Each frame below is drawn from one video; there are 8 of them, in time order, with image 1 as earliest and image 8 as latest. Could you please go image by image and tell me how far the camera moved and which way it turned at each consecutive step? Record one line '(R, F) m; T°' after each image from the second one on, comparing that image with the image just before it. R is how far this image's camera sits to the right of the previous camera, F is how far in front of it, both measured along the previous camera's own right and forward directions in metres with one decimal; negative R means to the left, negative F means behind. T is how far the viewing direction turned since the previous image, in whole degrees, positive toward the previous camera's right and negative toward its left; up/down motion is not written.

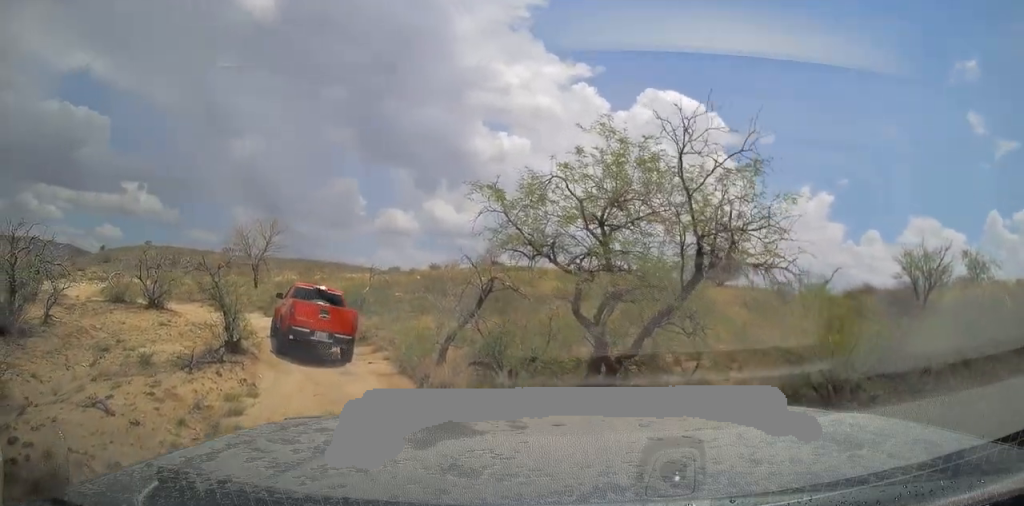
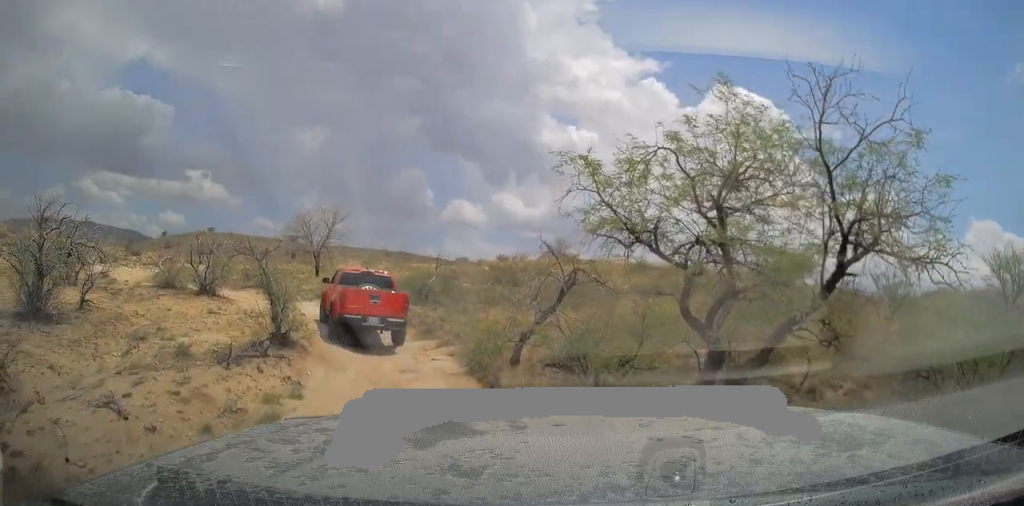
(-0.1, +1.2) m; -3°
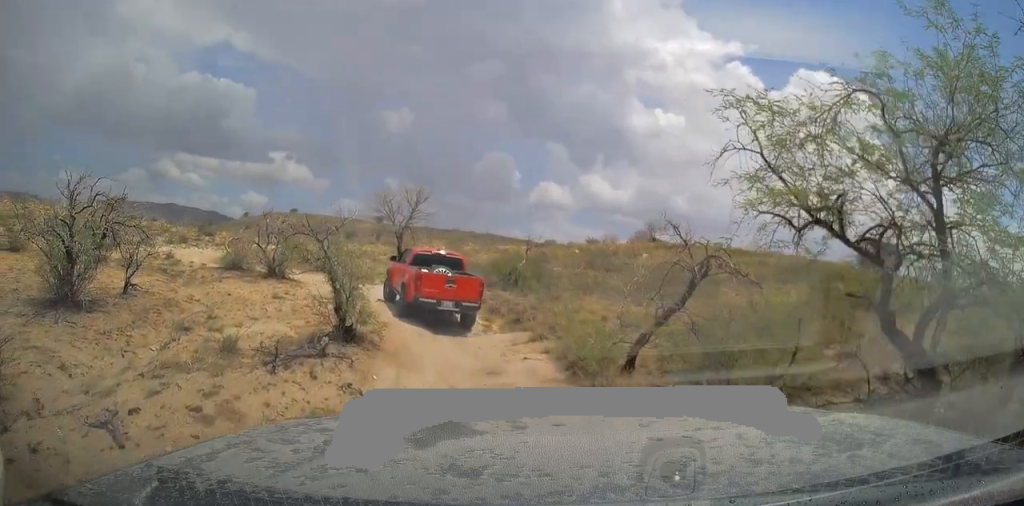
(0.0, +1.8) m; -9°
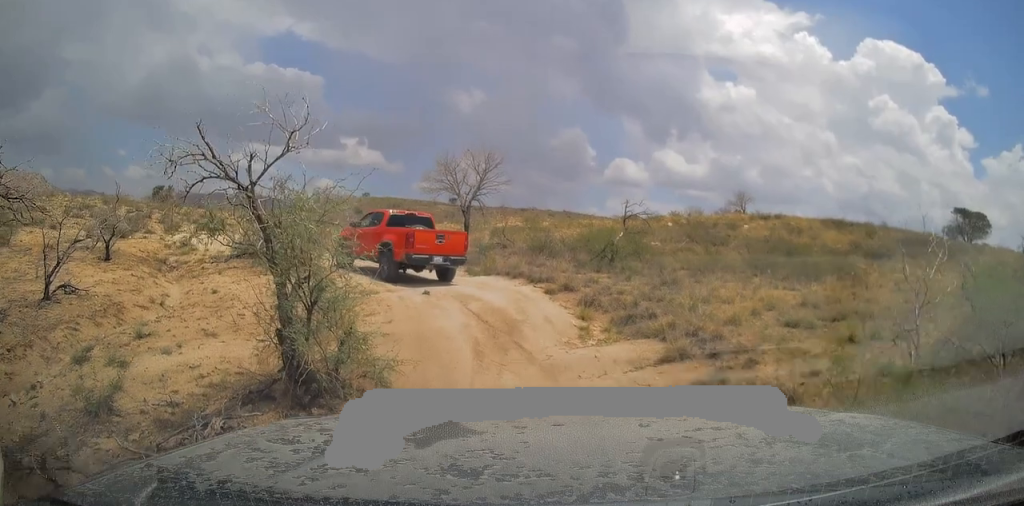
(-0.8, +5.2) m; -2°
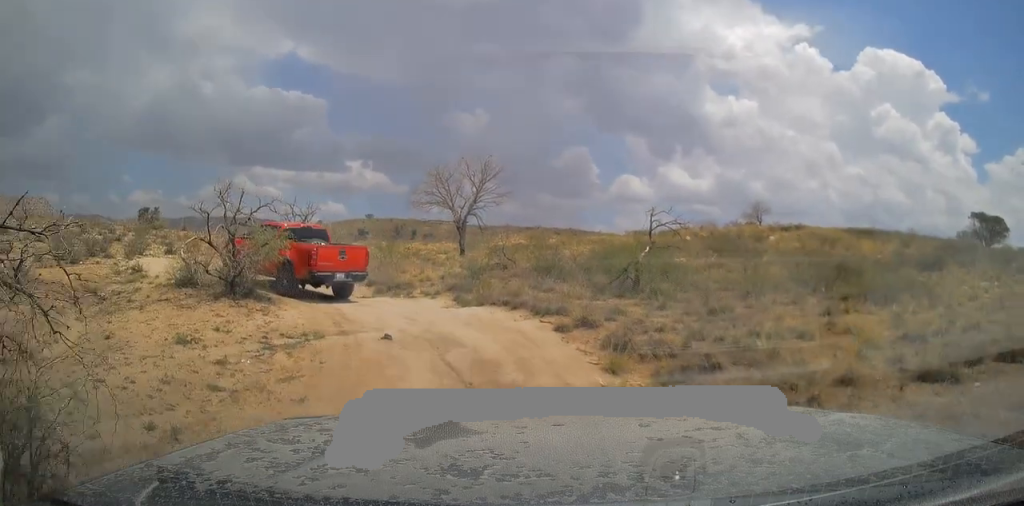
(+0.5, +3.9) m; +6°
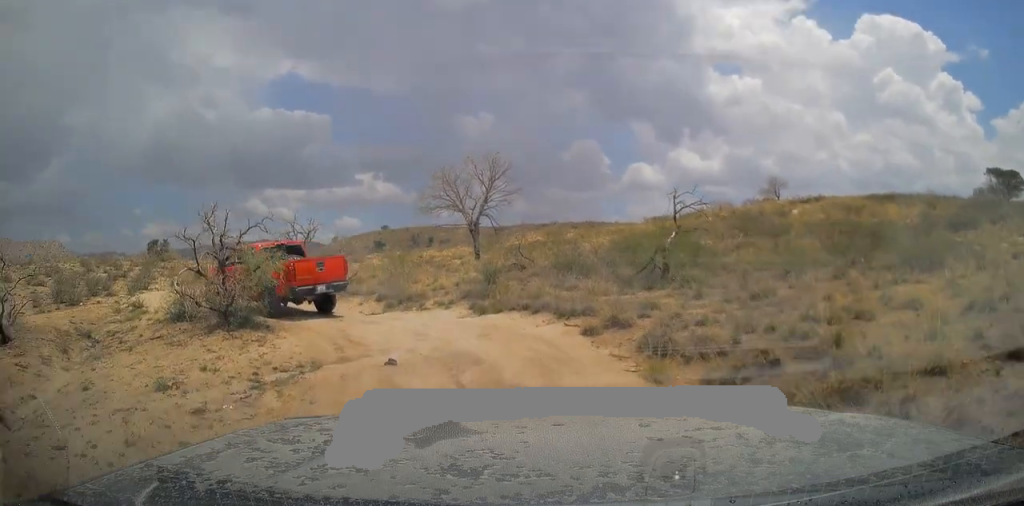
(0.0, +1.2) m; -4°
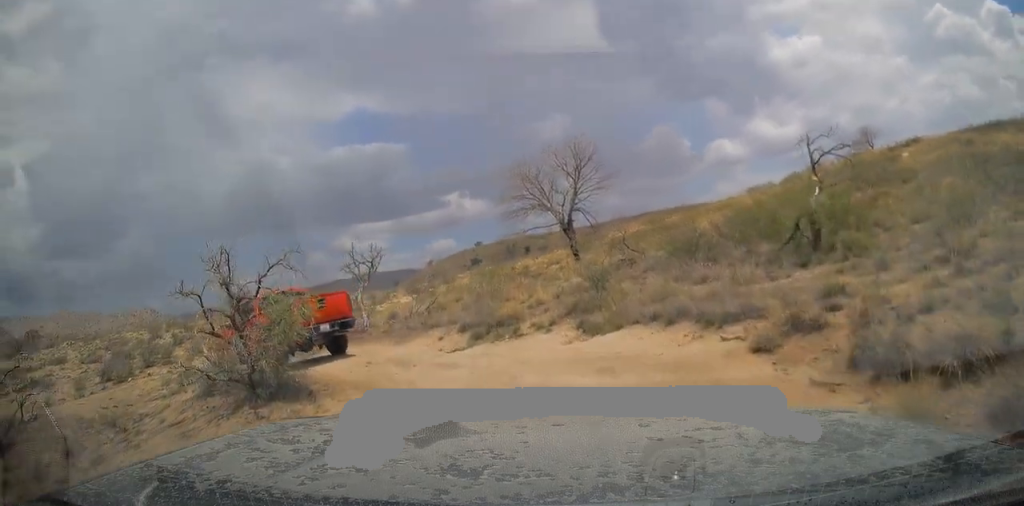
(-0.3, +3.1) m; -16°
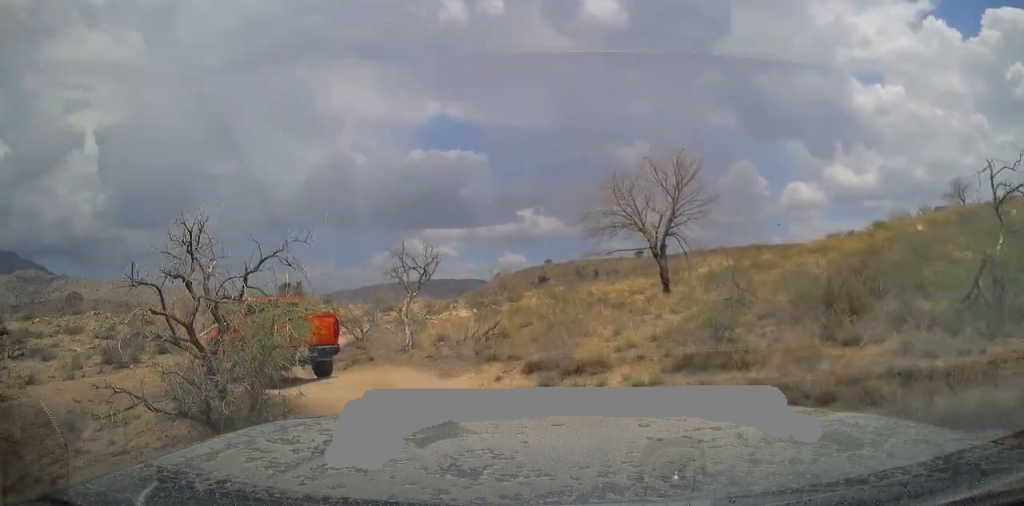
(-0.5, +3.3) m; -4°
